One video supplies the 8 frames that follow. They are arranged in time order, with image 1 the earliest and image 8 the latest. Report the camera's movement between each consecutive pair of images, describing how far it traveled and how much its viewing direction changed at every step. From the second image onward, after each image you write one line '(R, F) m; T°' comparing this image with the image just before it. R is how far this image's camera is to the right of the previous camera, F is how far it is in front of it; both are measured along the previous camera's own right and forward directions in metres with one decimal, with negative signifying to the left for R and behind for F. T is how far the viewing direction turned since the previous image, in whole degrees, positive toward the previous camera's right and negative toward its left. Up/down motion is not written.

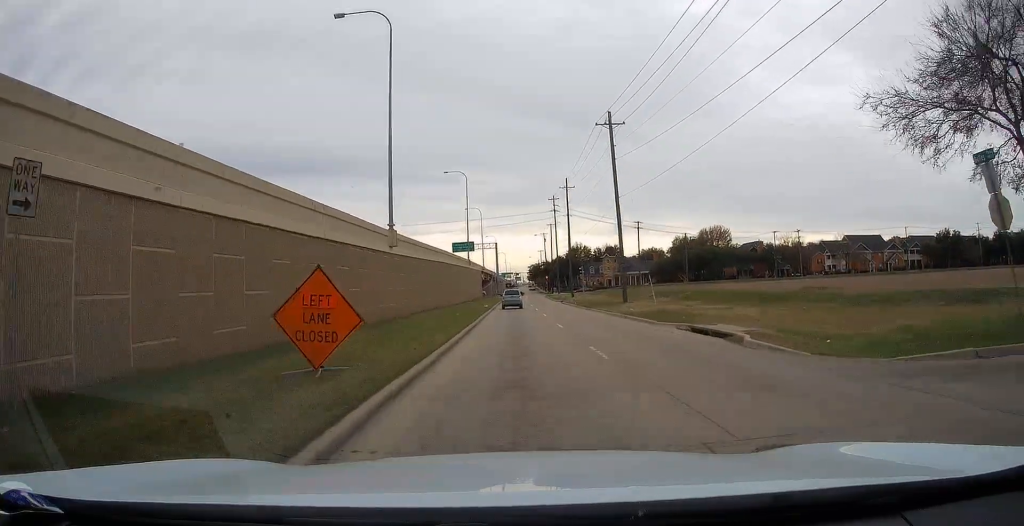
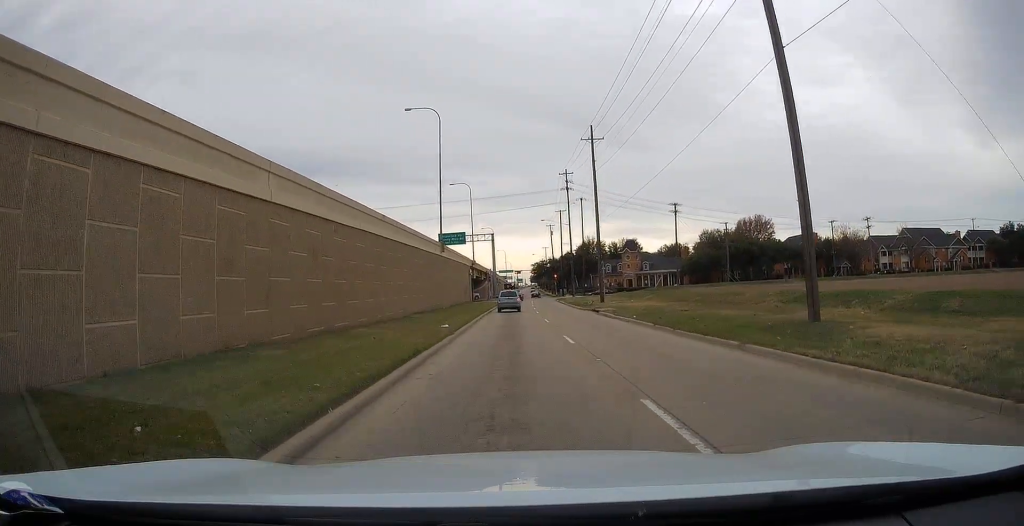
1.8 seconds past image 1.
(0.0, +32.9) m; -2°
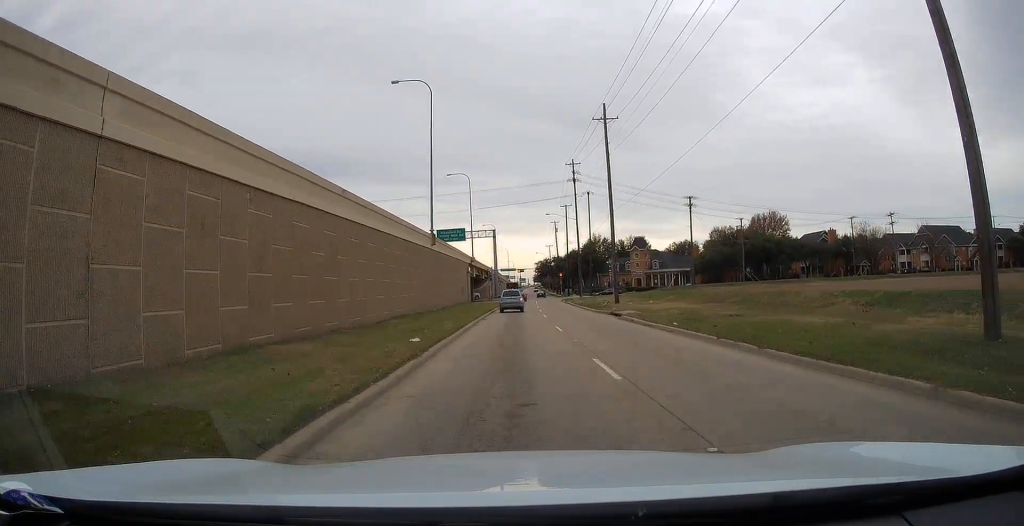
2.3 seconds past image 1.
(-0.1, +7.7) m; 0°
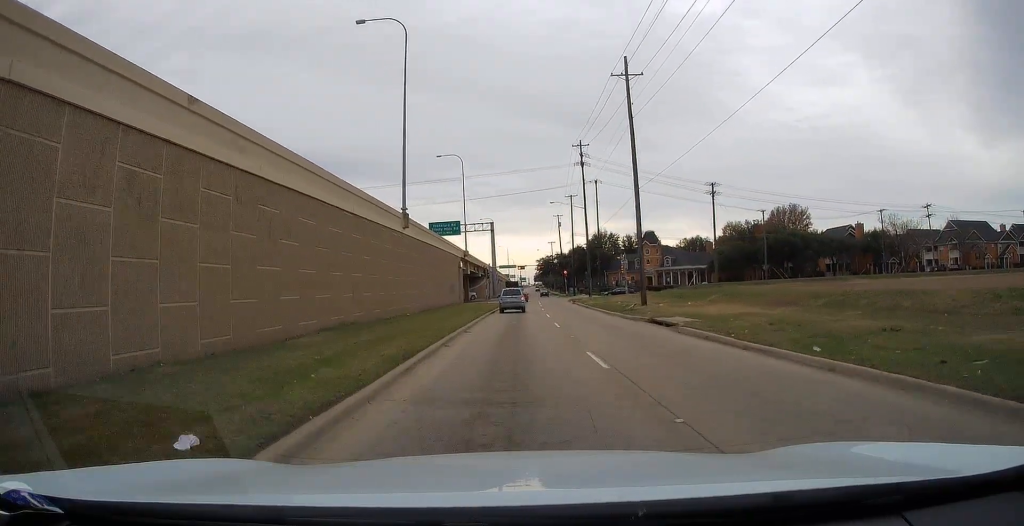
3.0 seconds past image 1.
(-0.1, +11.8) m; +2°
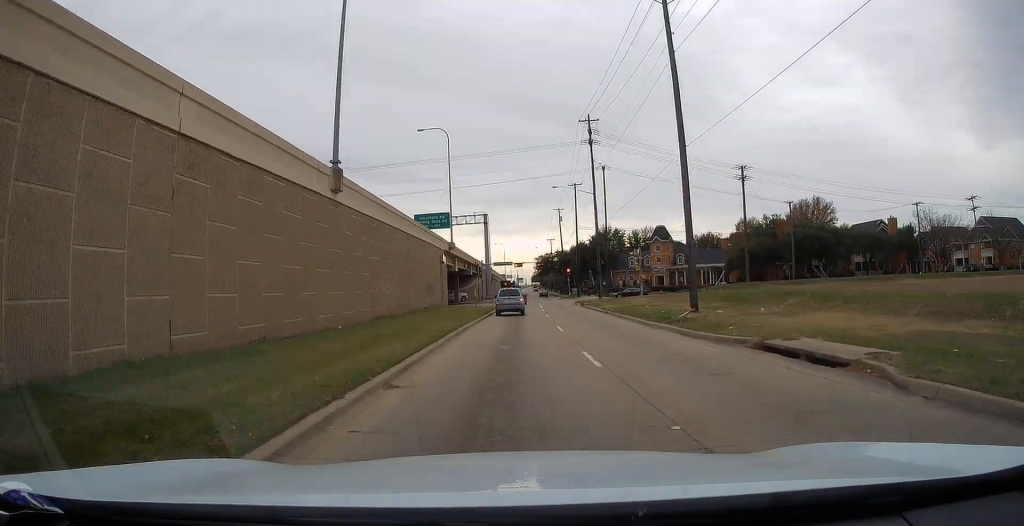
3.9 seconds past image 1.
(+0.6, +13.5) m; 0°
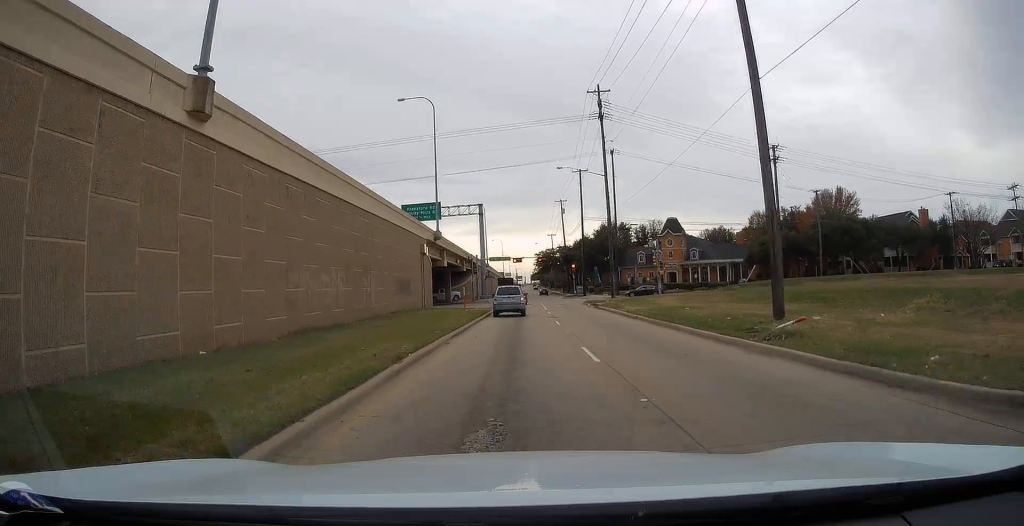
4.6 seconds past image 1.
(-0.5, +10.9) m; -2°
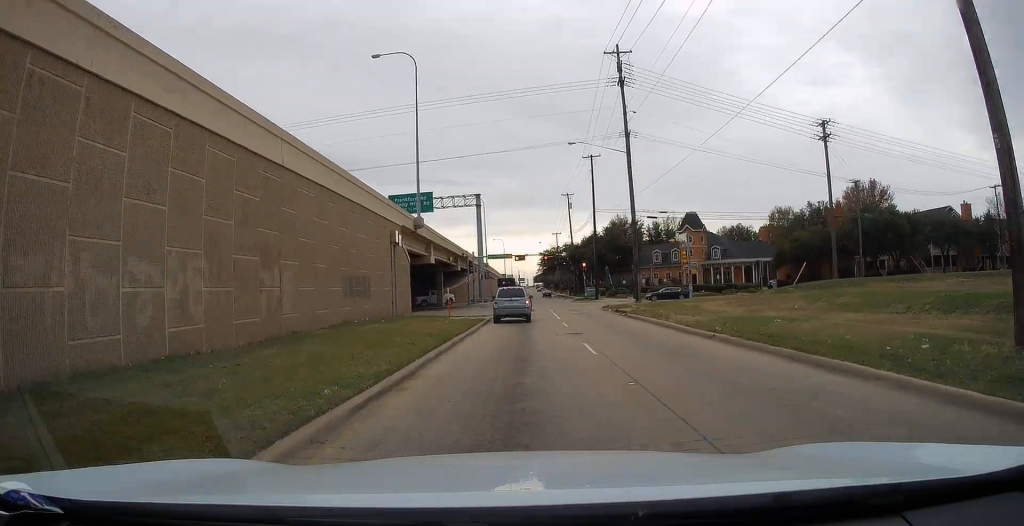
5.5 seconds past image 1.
(-0.3, +12.7) m; 0°
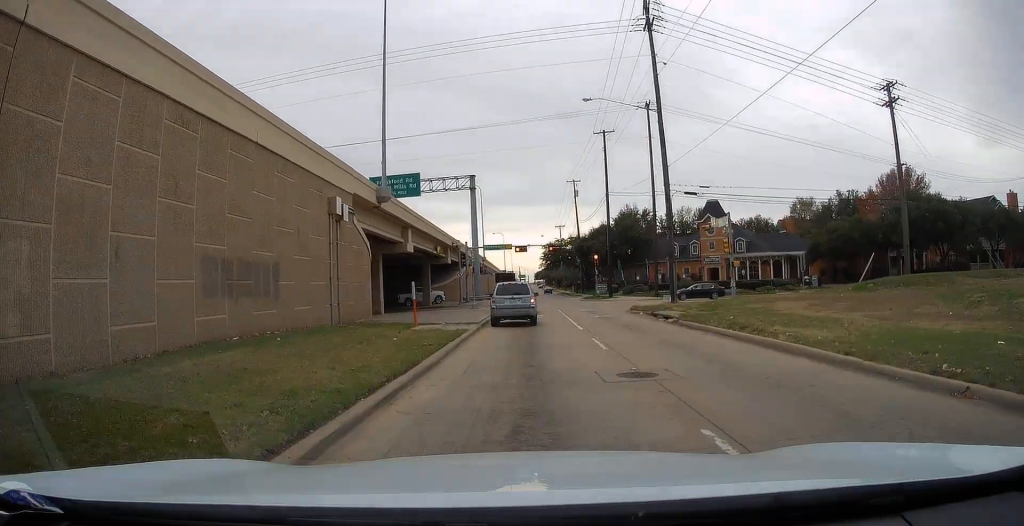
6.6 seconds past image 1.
(+0.4, +13.1) m; +1°
